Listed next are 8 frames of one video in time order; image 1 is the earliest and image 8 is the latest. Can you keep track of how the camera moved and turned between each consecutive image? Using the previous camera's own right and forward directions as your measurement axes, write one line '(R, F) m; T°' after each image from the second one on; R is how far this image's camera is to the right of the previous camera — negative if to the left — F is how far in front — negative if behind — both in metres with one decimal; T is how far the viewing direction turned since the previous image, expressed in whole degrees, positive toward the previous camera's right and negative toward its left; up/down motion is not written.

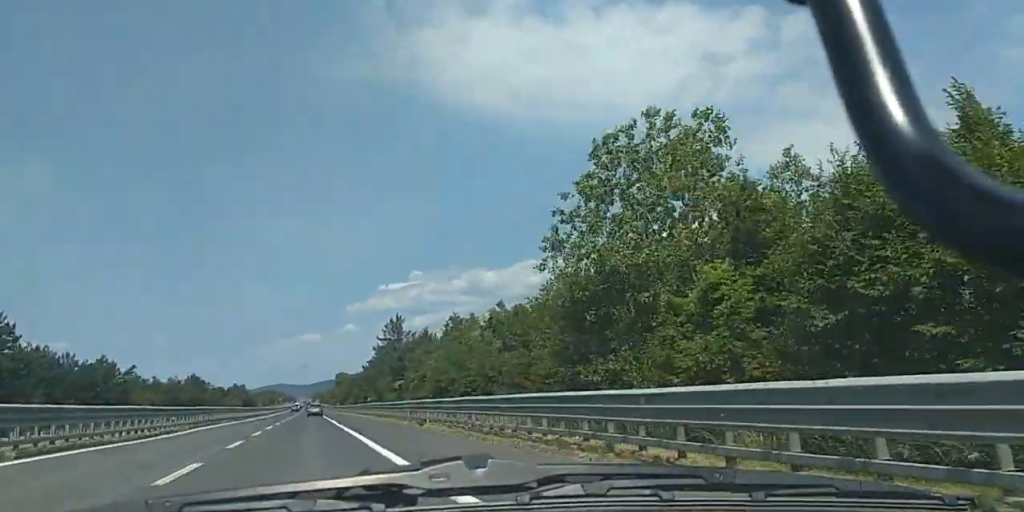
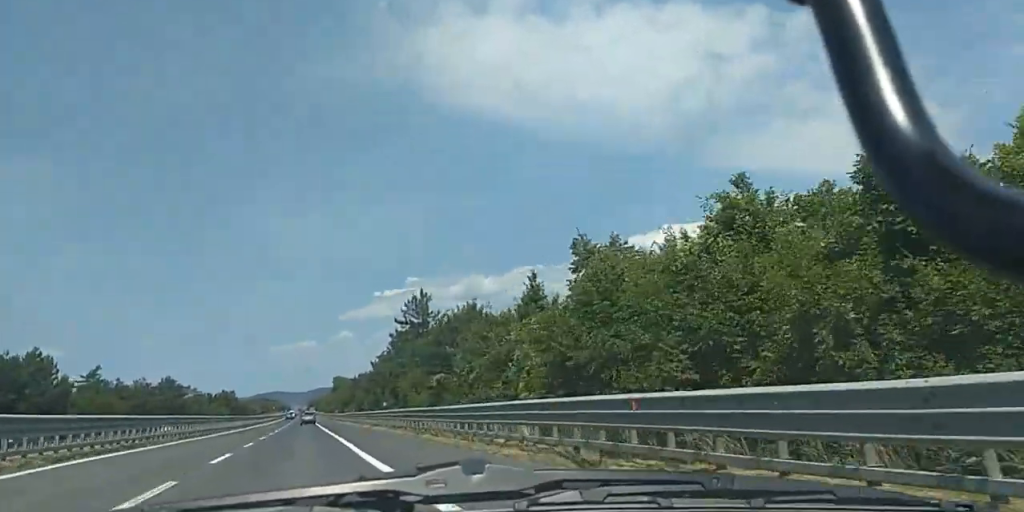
(0.0, +24.6) m; 0°
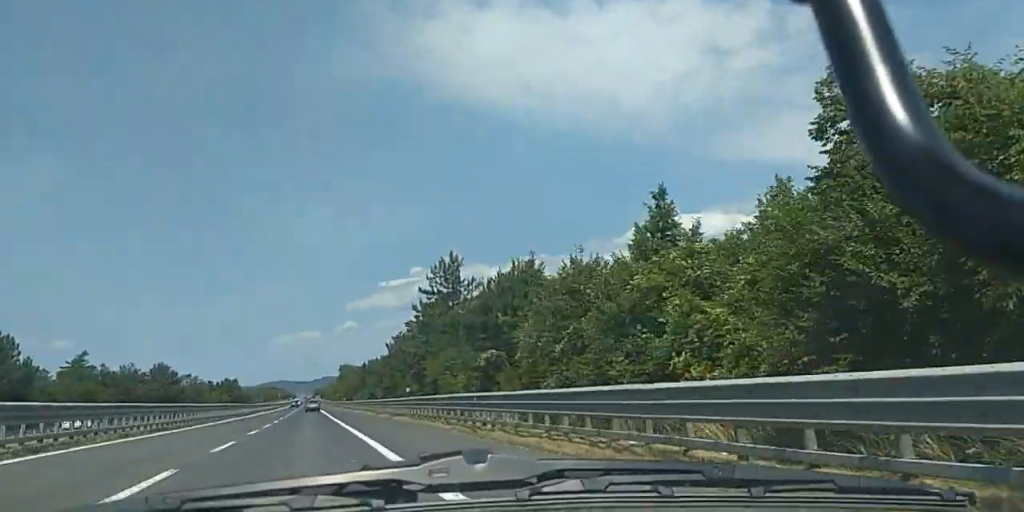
(-0.1, +11.8) m; 0°
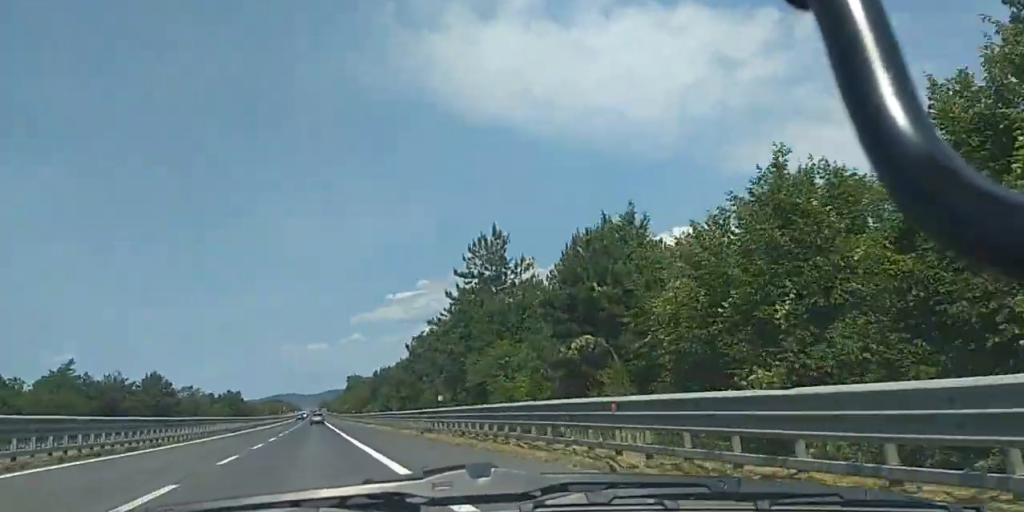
(0.0, +11.7) m; 0°
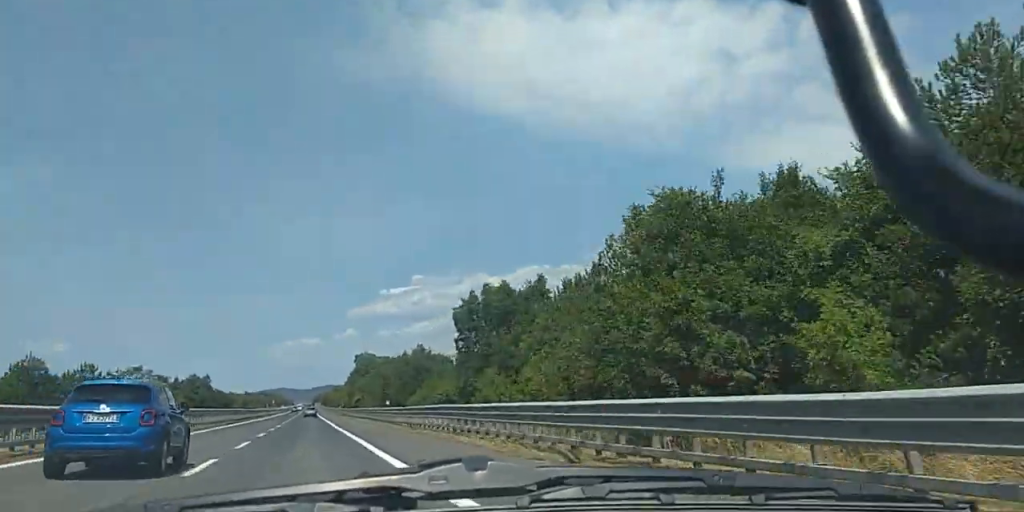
(0.0, +72.2) m; 0°
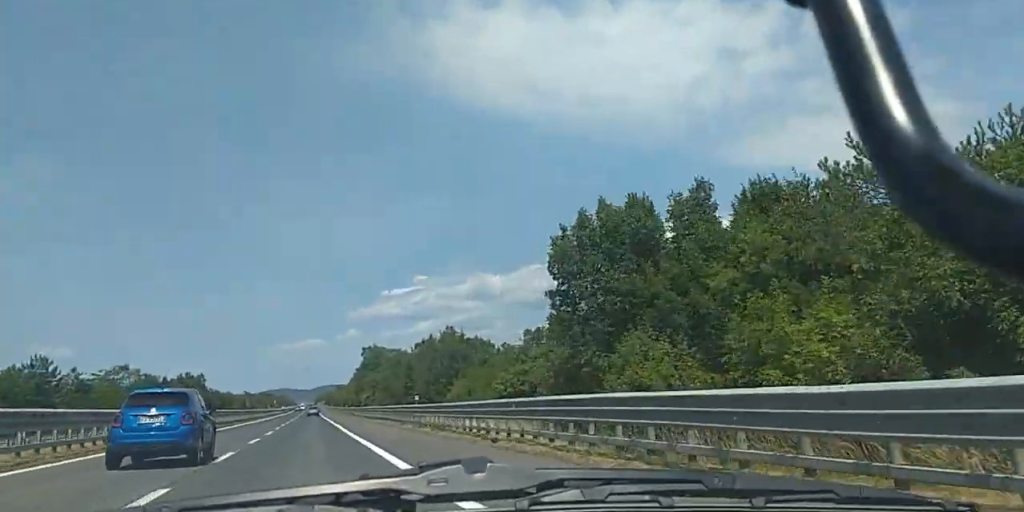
(0.0, +17.6) m; 0°
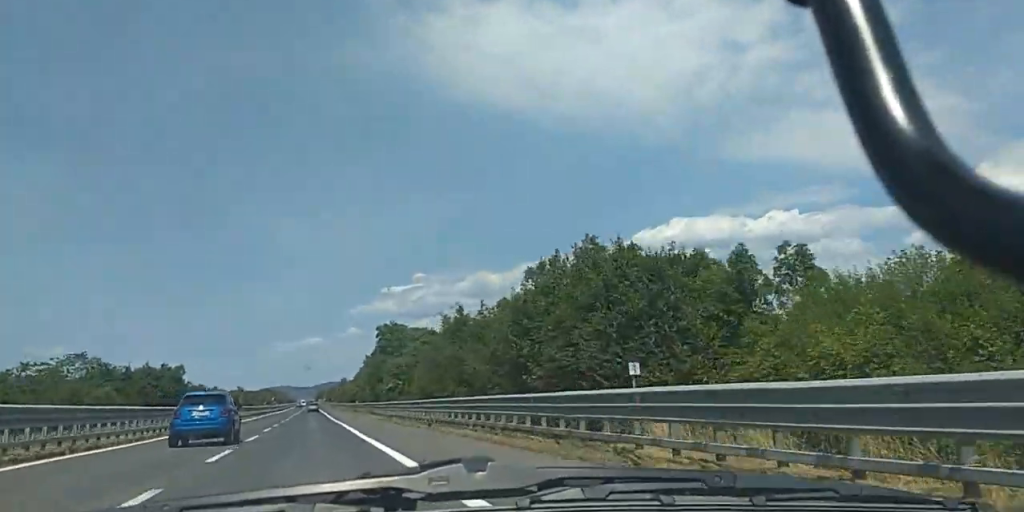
(+0.3, +35.4) m; +1°
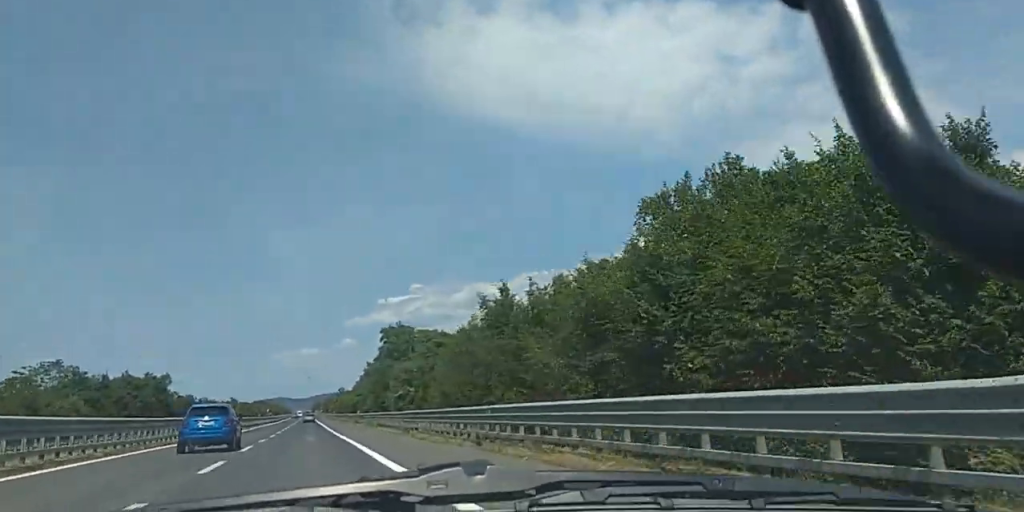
(0.0, +11.9) m; 0°
